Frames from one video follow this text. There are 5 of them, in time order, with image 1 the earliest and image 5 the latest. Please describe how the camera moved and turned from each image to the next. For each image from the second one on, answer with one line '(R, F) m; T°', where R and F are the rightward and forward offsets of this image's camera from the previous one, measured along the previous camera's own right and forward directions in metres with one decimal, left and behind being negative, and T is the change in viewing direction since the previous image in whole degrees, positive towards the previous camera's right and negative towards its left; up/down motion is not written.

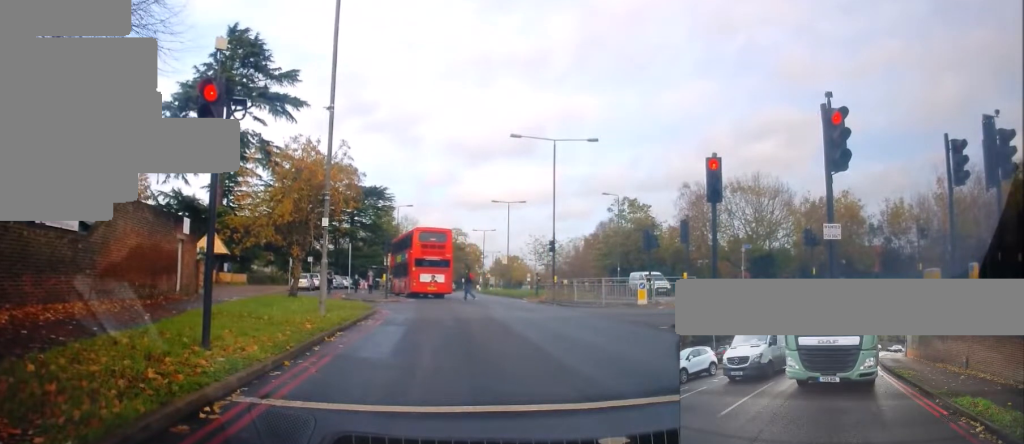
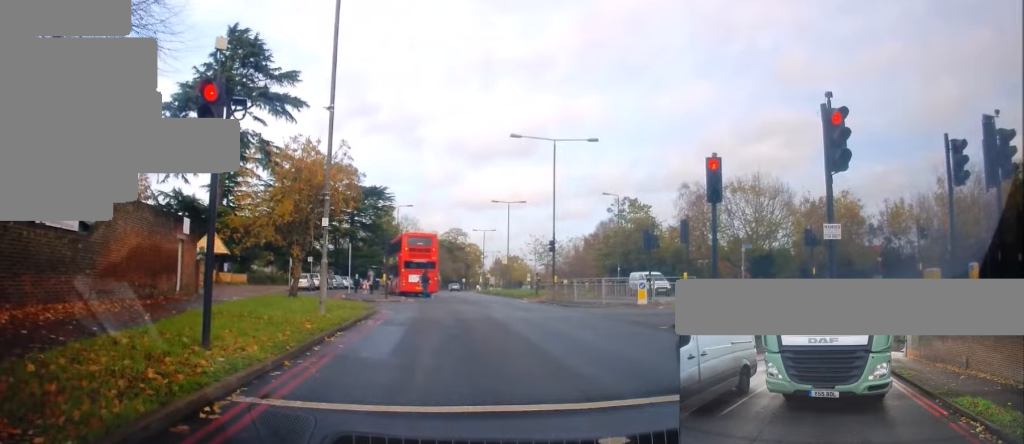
(0.0, 0.0) m; 0°
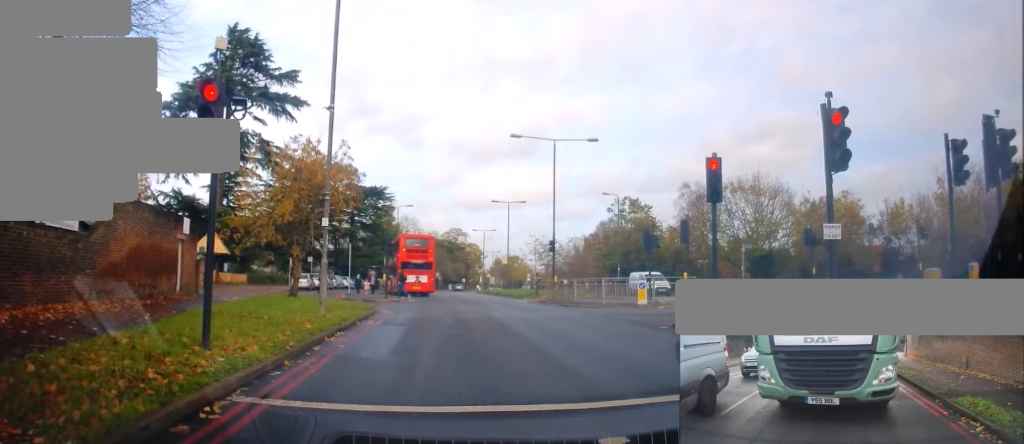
(0.0, 0.0) m; 0°
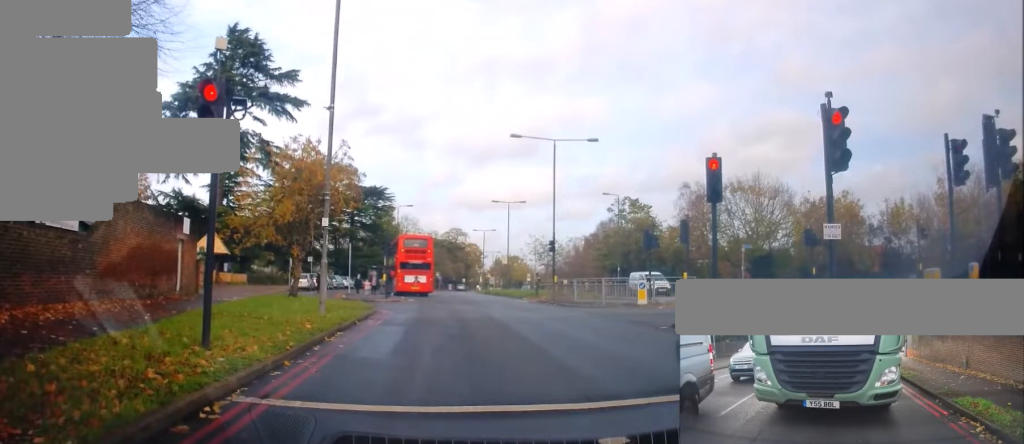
(0.0, 0.0) m; 0°
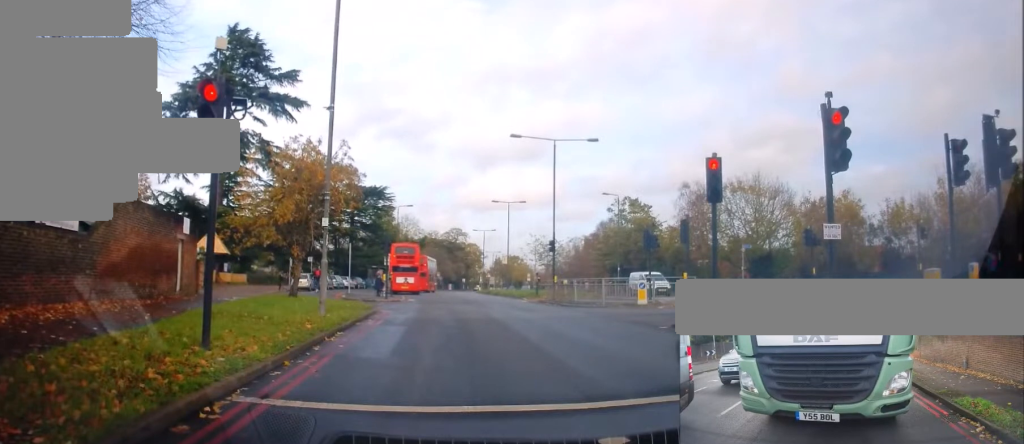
(0.0, 0.0) m; 0°
